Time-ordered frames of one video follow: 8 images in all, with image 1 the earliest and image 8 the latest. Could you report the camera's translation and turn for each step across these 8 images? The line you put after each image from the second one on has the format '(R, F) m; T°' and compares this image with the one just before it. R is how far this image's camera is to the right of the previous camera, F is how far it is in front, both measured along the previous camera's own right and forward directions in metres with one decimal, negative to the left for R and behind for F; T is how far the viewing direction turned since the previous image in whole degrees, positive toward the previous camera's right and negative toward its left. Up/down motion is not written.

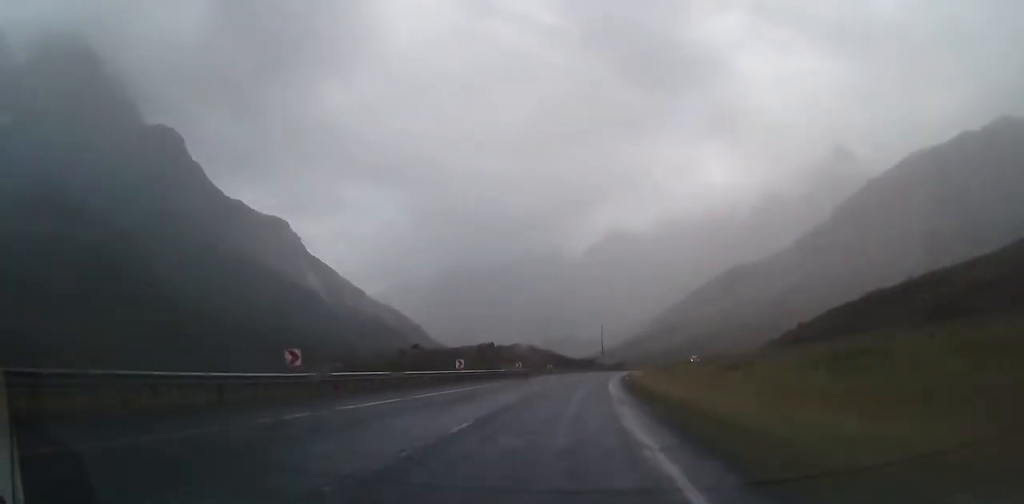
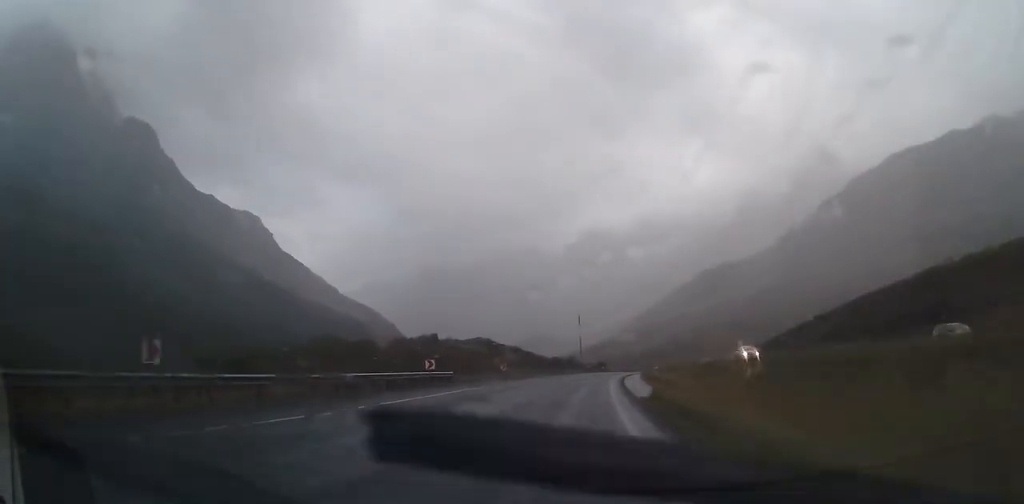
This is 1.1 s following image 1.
(+0.8, +31.8) m; +3°
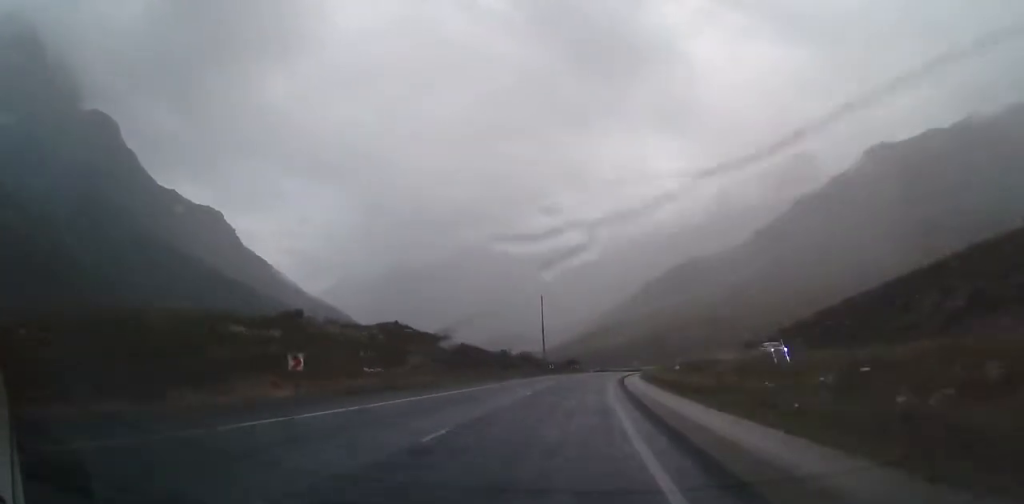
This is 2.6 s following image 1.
(+0.9, +40.8) m; +2°
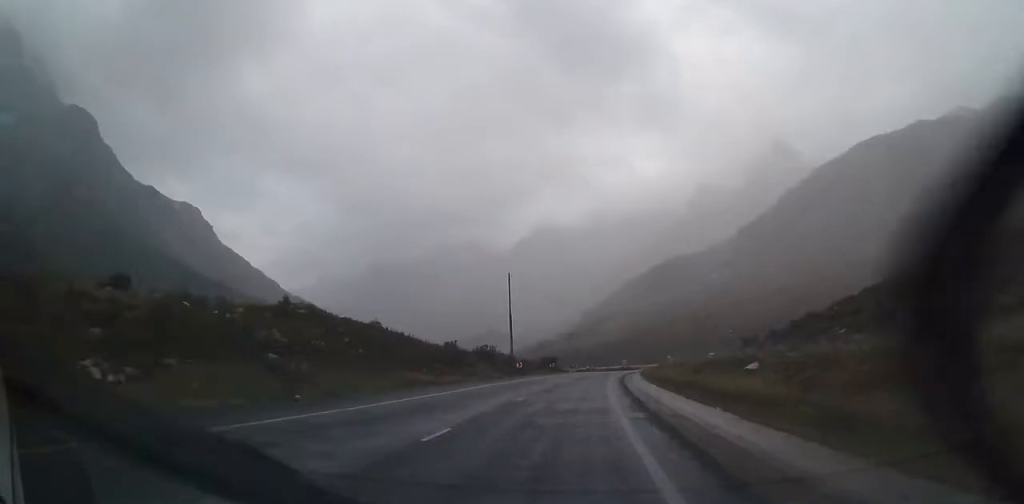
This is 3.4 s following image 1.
(0.0, +24.0) m; +1°
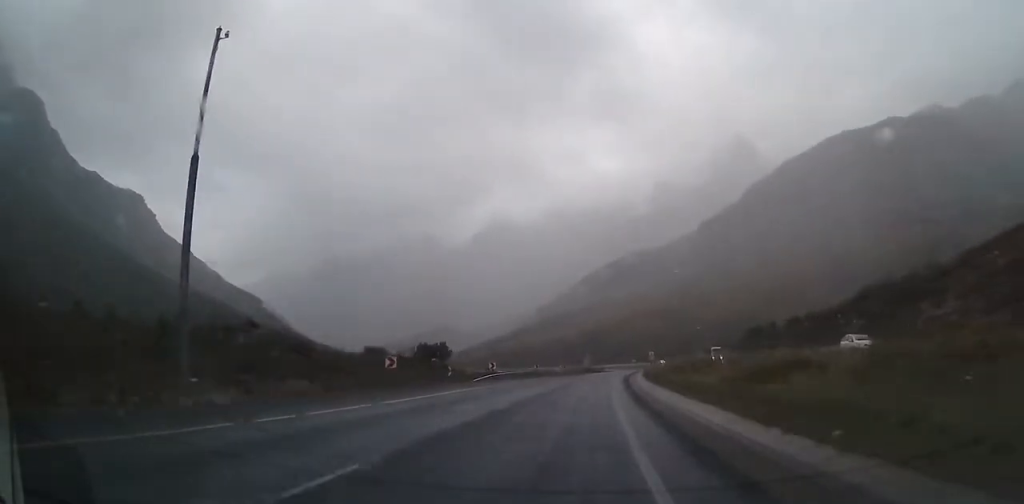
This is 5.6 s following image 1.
(+3.8, +63.9) m; +6°
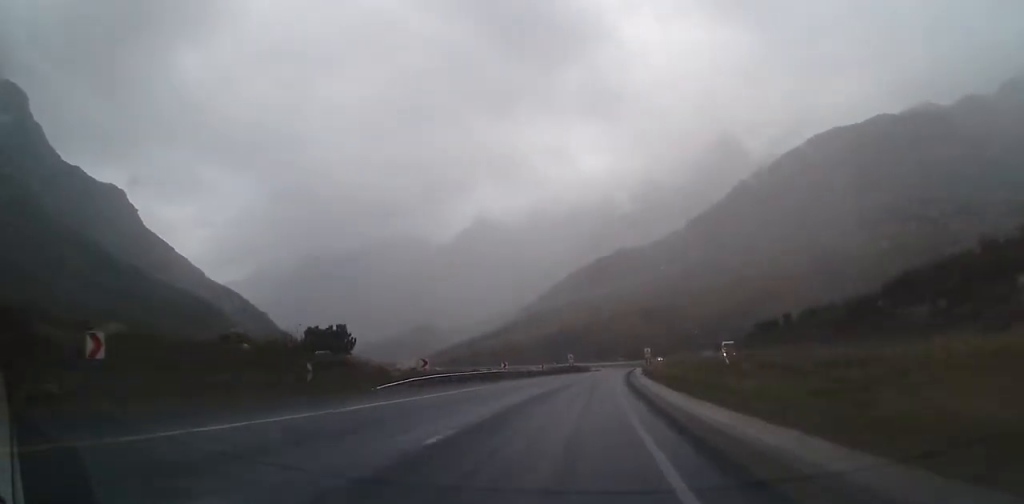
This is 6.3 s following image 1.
(-0.2, +19.6) m; +1°
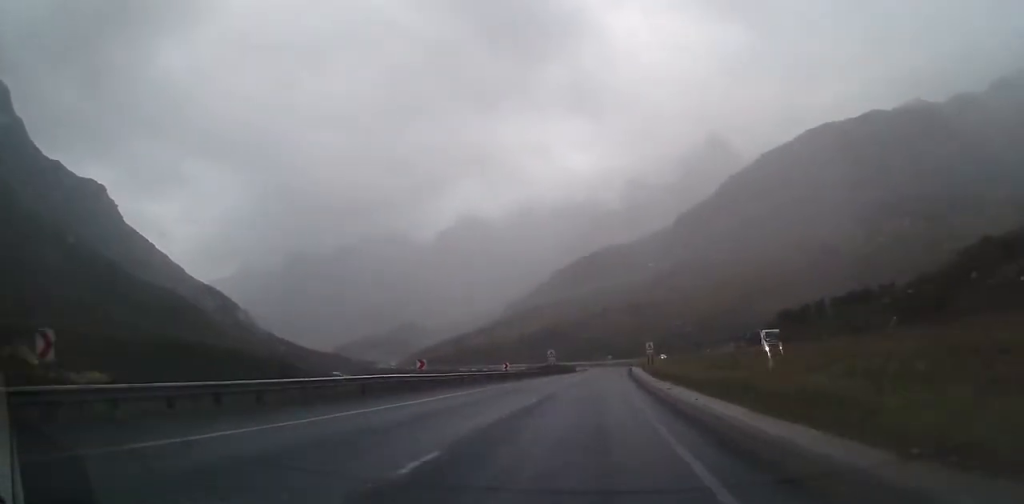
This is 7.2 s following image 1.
(+0.9, +26.7) m; +2°
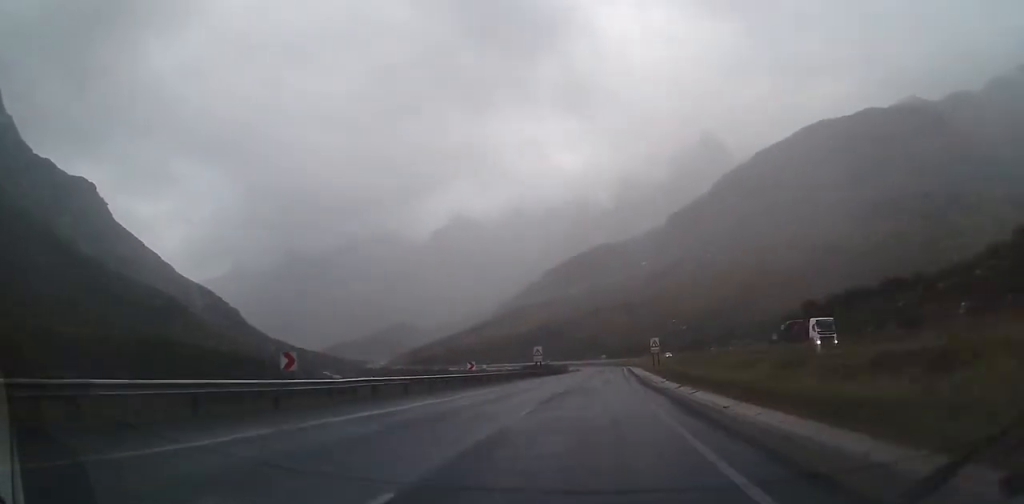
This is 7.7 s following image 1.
(+0.1, +14.8) m; 0°
